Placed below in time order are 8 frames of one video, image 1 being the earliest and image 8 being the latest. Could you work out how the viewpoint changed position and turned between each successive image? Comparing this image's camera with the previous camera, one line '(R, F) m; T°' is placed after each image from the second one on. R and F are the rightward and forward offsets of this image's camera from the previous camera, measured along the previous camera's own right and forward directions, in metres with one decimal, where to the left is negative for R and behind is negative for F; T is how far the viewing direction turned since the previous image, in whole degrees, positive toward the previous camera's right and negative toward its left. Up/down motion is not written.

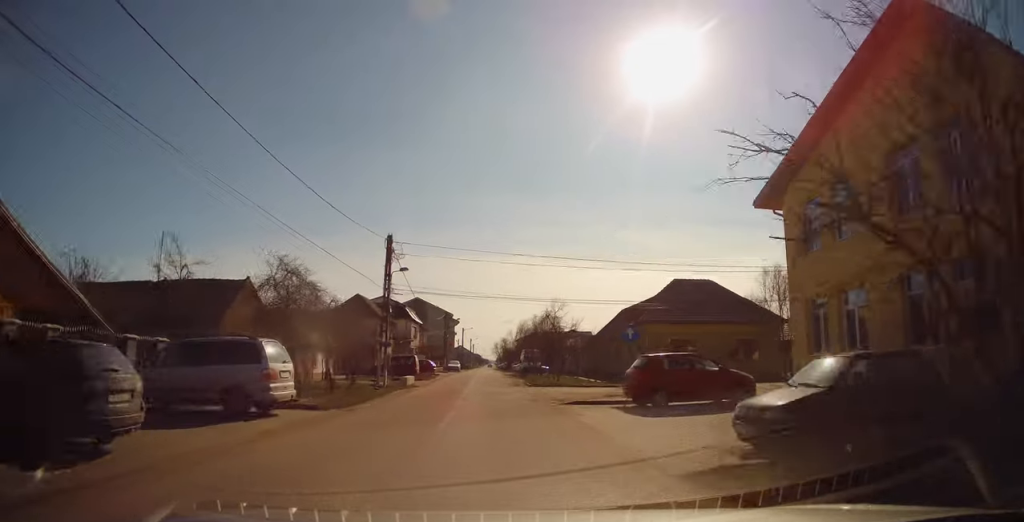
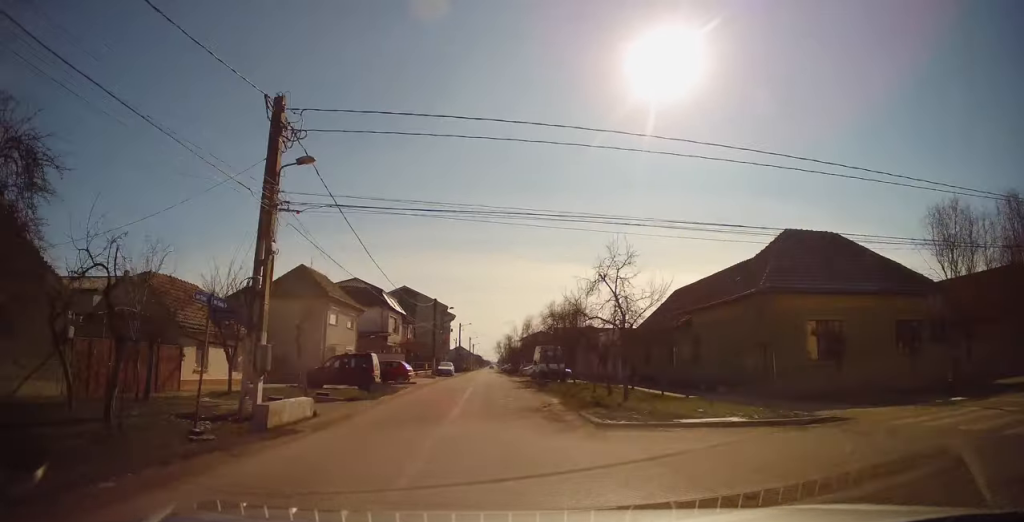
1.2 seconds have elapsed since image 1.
(+0.1, +16.9) m; -1°
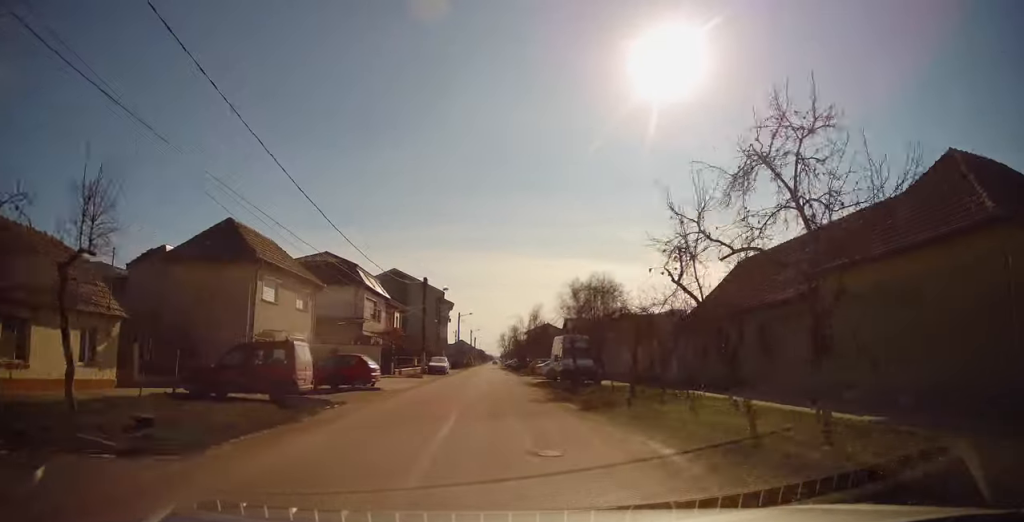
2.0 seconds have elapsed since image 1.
(-0.3, +11.2) m; -1°
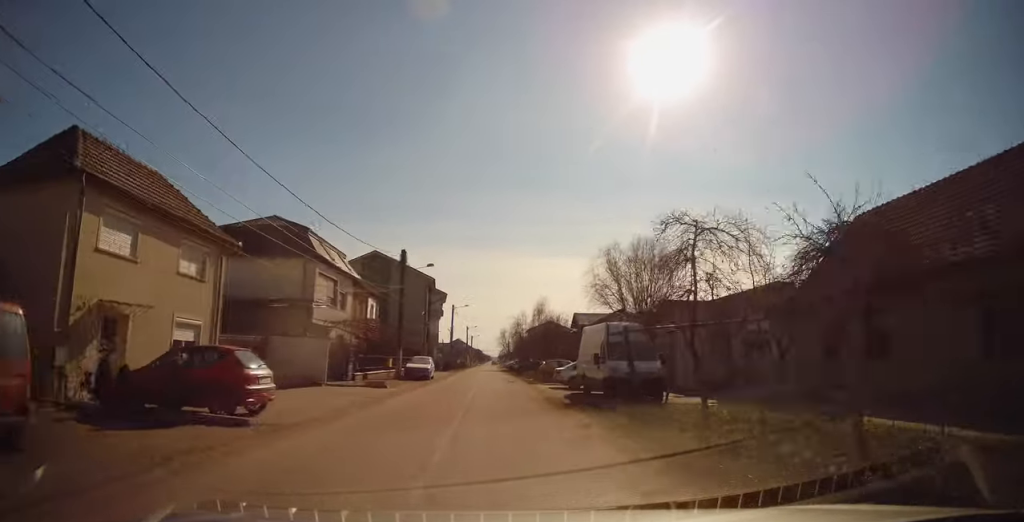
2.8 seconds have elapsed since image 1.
(+0.1, +11.3) m; 0°
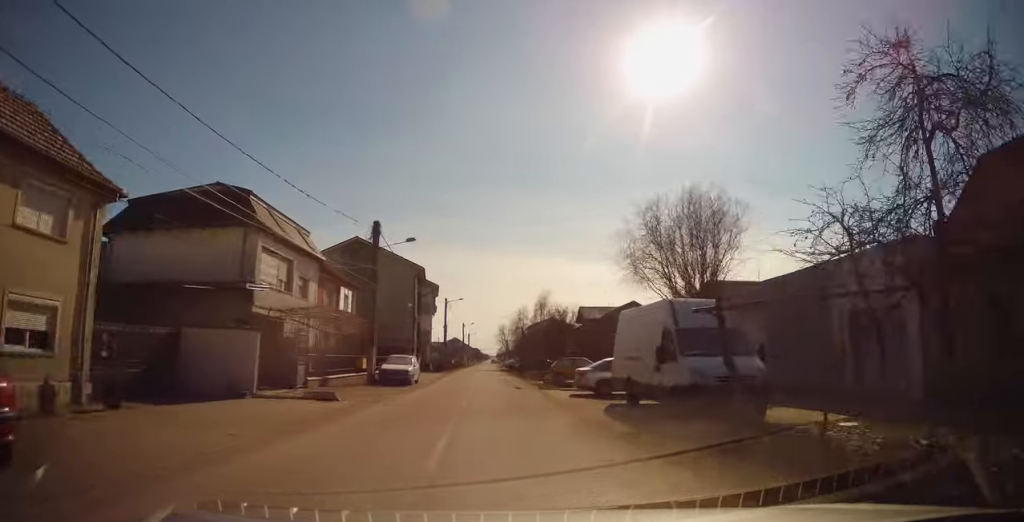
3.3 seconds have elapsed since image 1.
(0.0, +7.1) m; 0°
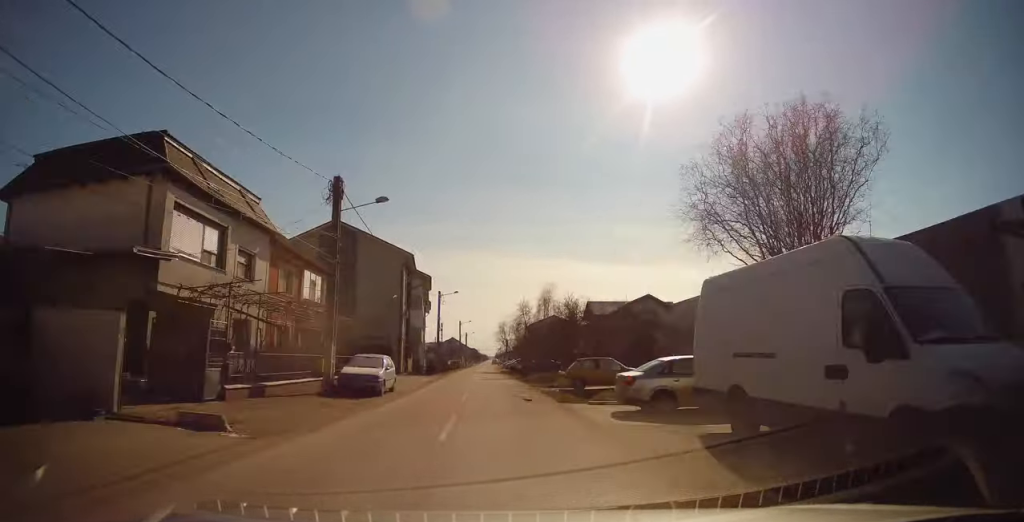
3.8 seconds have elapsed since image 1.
(0.0, +6.8) m; 0°
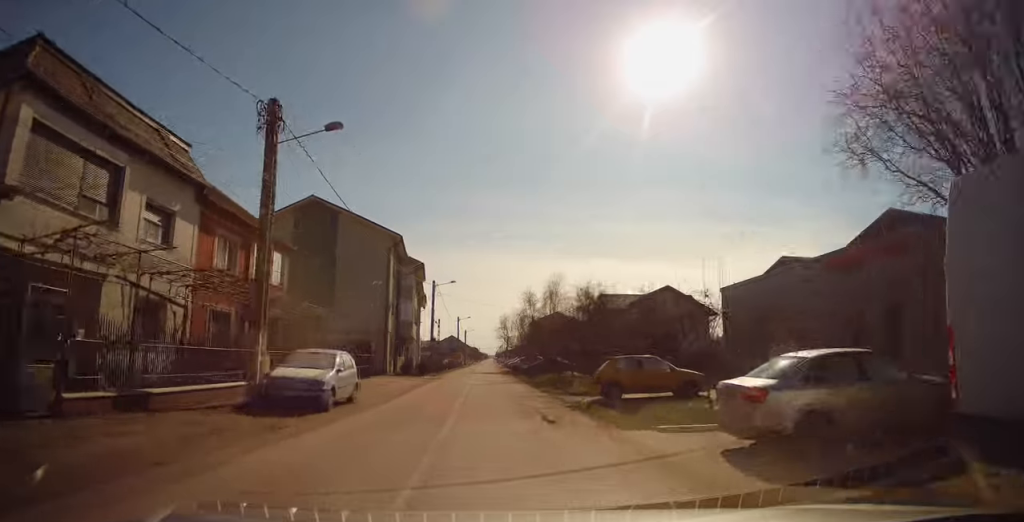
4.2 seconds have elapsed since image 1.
(0.0, +6.3) m; 0°
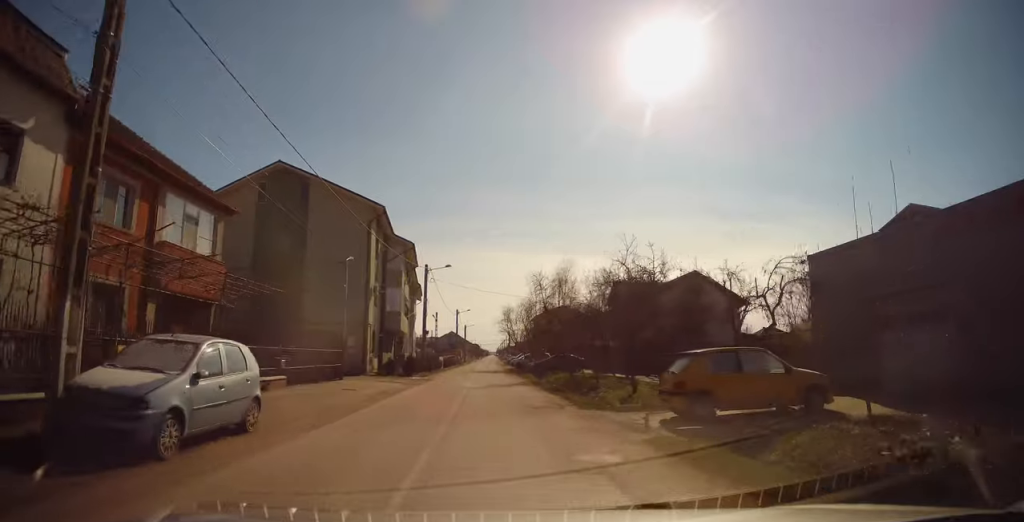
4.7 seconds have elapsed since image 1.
(-0.1, +6.9) m; +1°
